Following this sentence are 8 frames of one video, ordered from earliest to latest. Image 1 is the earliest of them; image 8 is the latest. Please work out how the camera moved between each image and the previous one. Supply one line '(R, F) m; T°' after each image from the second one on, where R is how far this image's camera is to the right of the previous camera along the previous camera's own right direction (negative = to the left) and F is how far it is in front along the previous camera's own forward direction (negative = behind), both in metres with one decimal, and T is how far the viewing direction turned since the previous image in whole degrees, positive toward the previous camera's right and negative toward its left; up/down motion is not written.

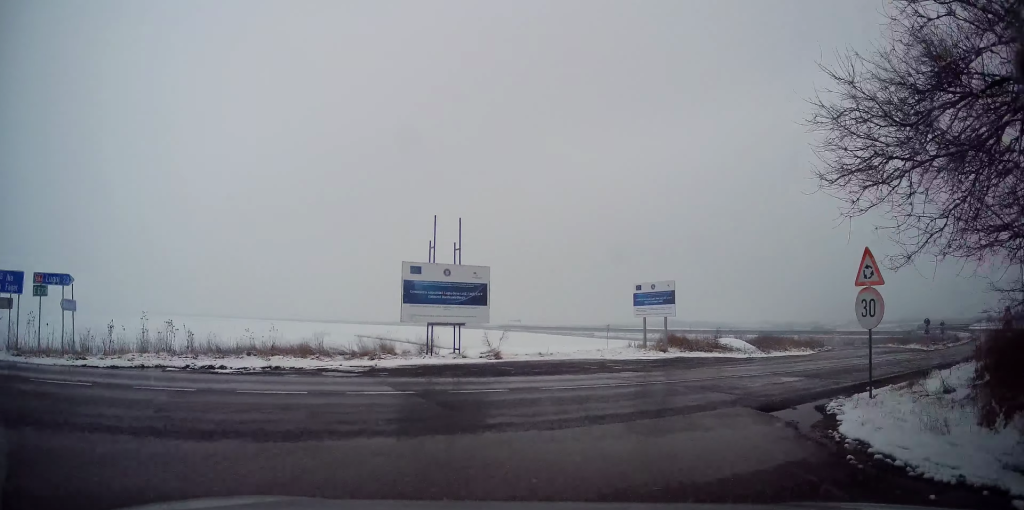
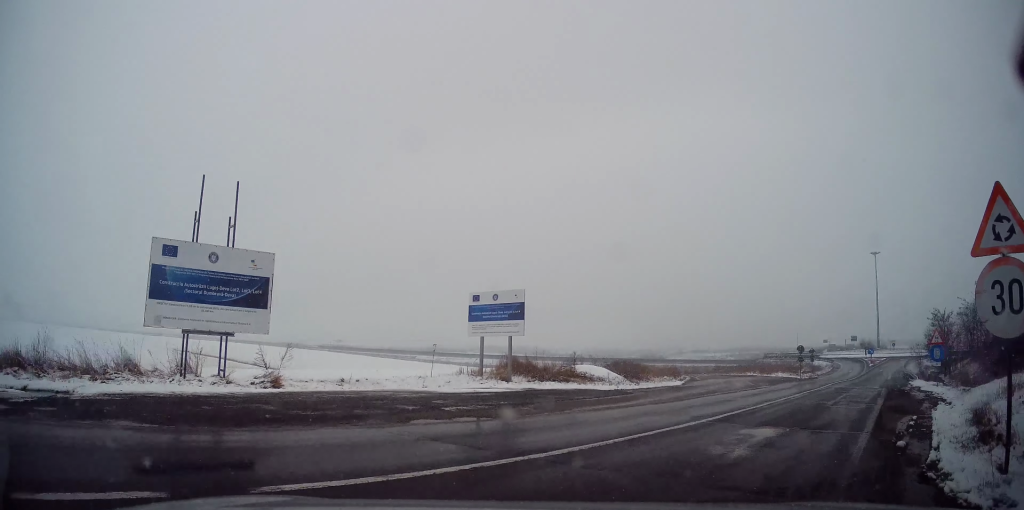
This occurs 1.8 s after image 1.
(+1.5, +7.6) m; +29°
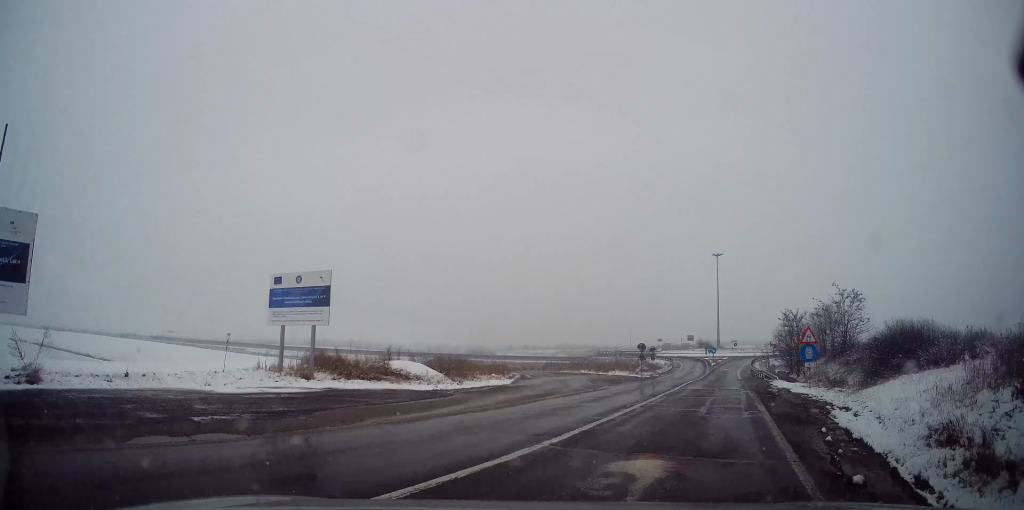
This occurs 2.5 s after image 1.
(+0.3, +3.3) m; +13°
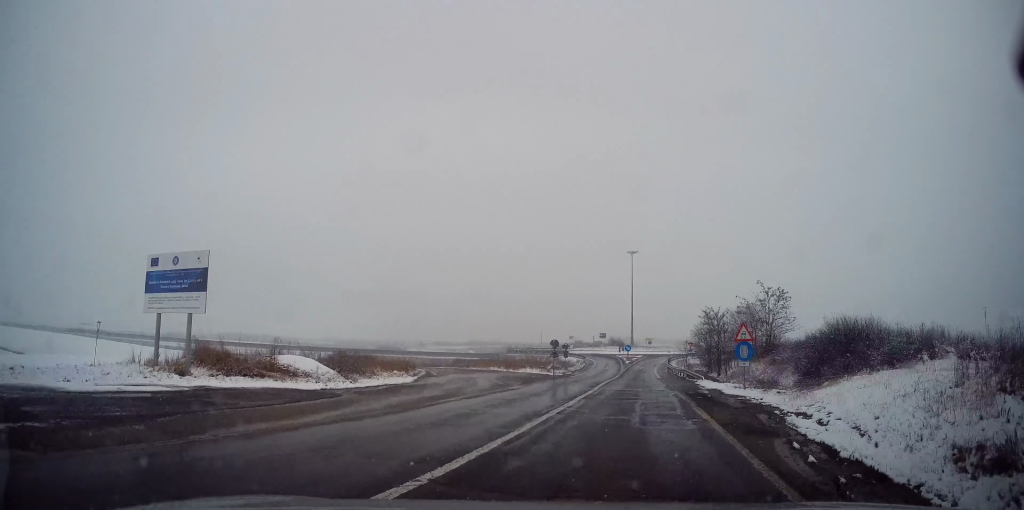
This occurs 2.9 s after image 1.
(+0.3, +2.6) m; +3°
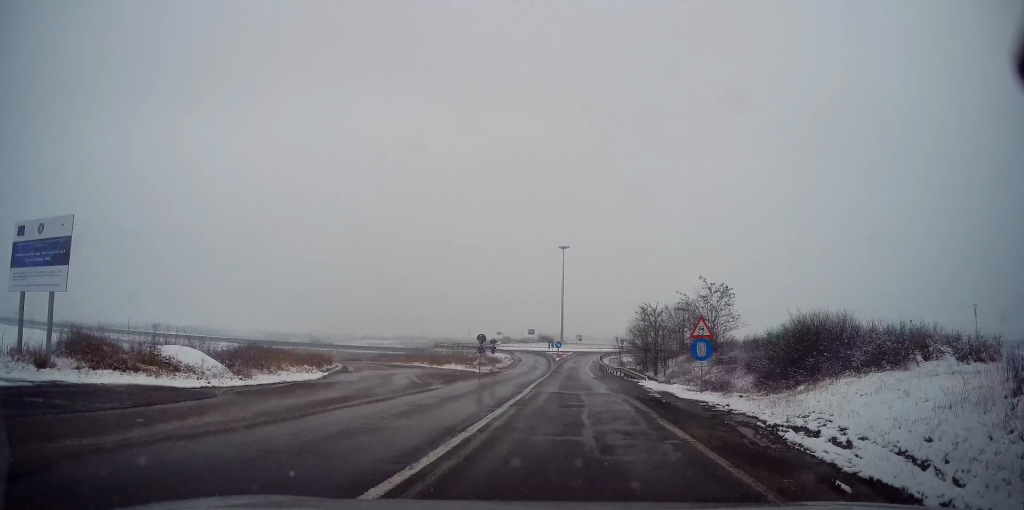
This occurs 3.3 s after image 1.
(+0.2, +3.0) m; +4°
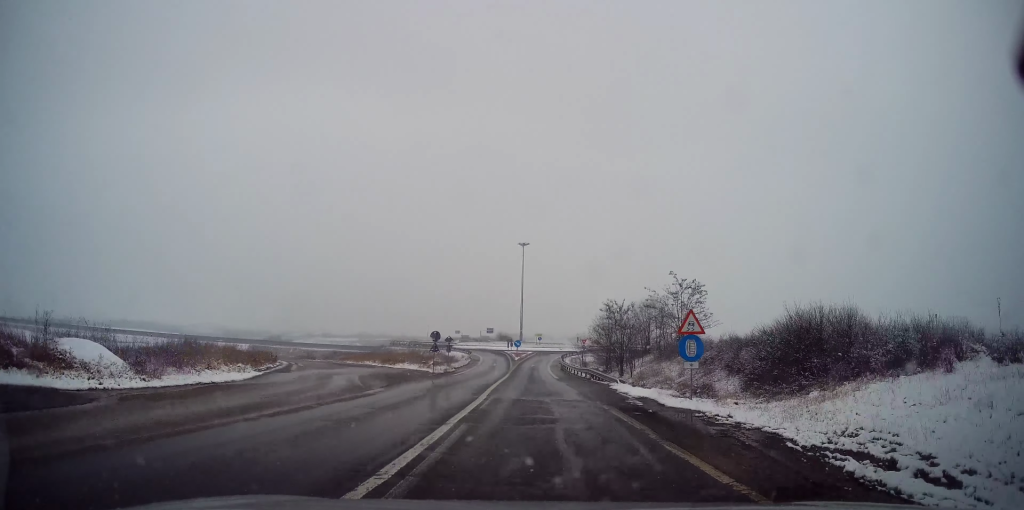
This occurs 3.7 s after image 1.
(+0.1, +3.2) m; +3°
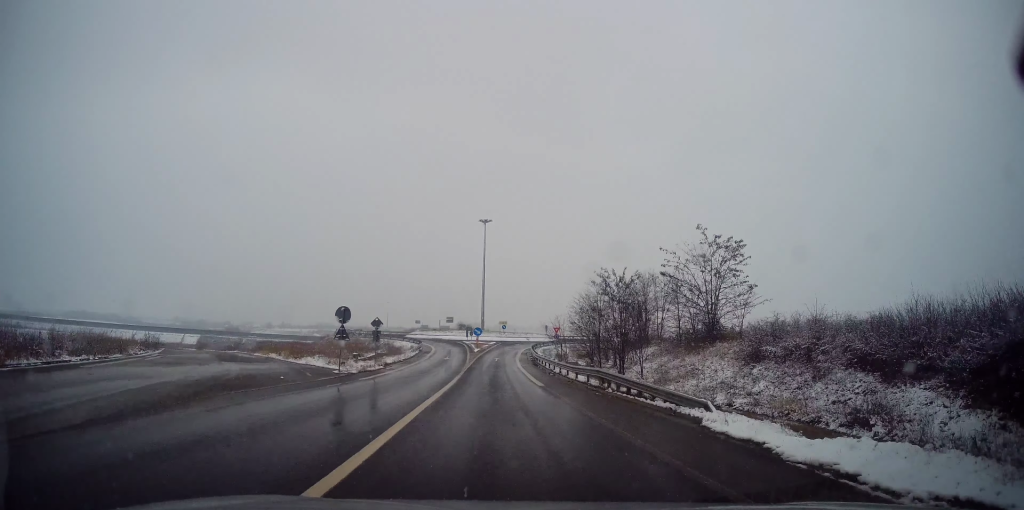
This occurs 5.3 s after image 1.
(+1.3, +14.4) m; +5°
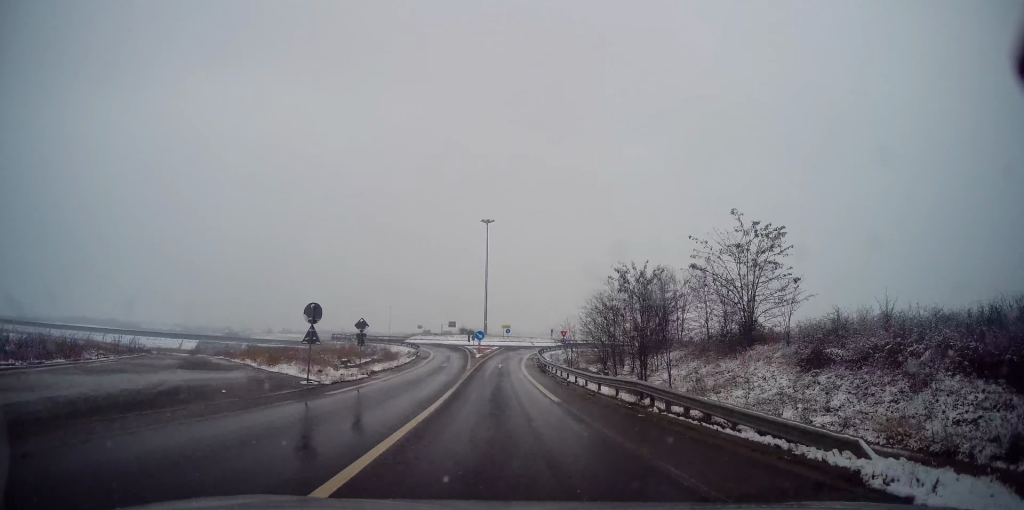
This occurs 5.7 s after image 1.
(-0.1, +4.9) m; 0°
